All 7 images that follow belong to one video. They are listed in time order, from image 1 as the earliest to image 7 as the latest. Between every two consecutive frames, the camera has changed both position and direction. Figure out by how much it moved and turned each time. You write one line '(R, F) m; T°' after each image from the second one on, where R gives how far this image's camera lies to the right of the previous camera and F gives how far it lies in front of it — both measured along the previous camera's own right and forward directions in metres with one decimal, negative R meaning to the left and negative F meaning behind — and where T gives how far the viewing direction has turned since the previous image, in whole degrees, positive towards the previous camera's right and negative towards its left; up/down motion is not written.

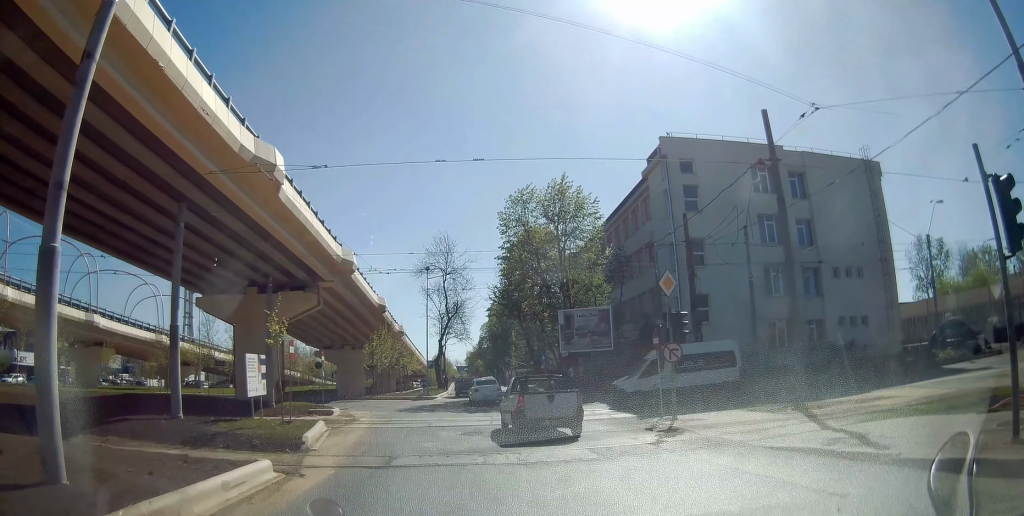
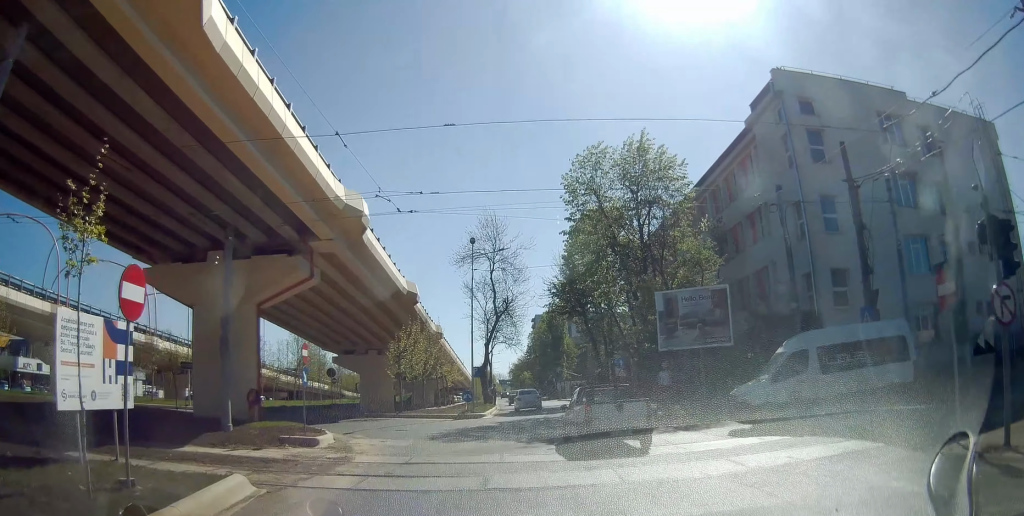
(-0.3, +11.7) m; -6°
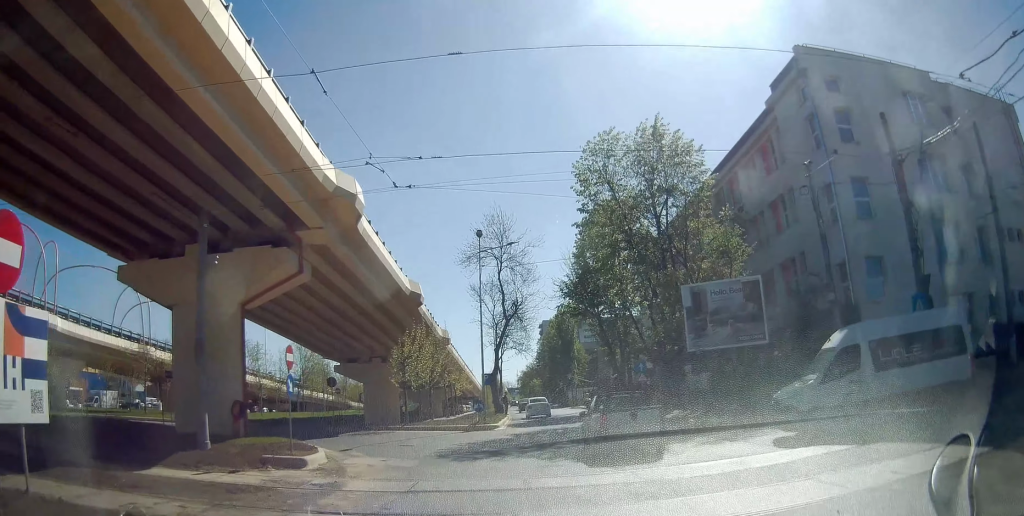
(+0.1, +2.7) m; -3°
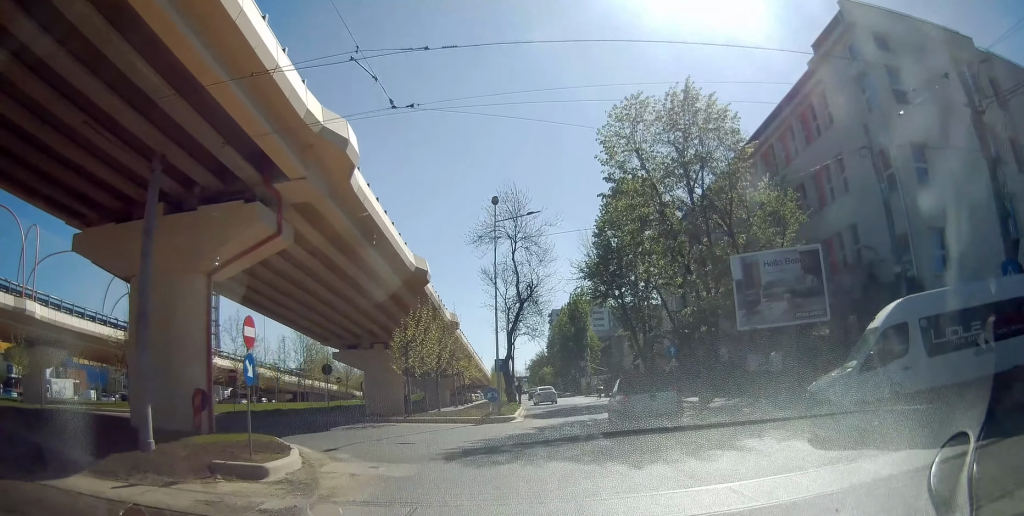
(-0.4, +3.9) m; -5°
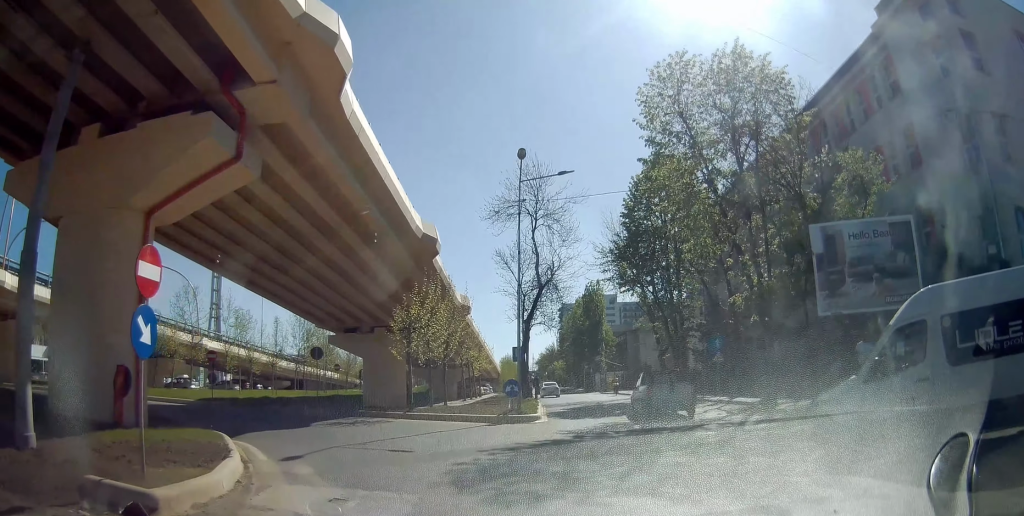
(0.0, +4.4) m; +6°
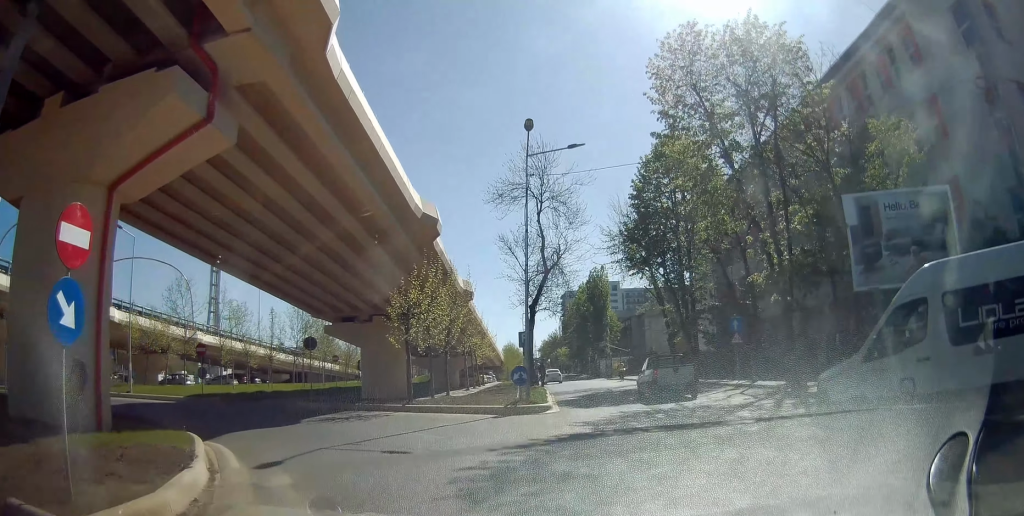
(+0.2, +1.4) m; +1°
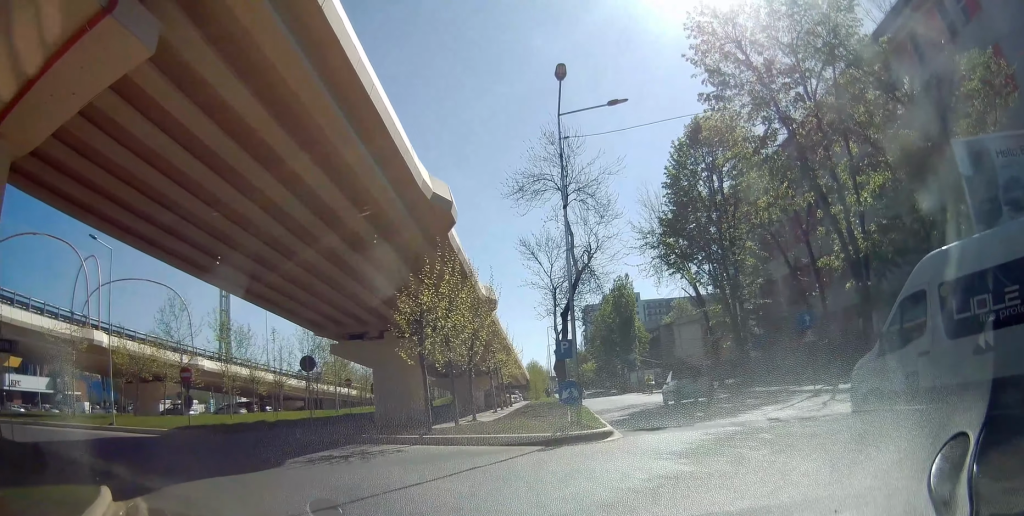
(0.0, +3.6) m; -4°
